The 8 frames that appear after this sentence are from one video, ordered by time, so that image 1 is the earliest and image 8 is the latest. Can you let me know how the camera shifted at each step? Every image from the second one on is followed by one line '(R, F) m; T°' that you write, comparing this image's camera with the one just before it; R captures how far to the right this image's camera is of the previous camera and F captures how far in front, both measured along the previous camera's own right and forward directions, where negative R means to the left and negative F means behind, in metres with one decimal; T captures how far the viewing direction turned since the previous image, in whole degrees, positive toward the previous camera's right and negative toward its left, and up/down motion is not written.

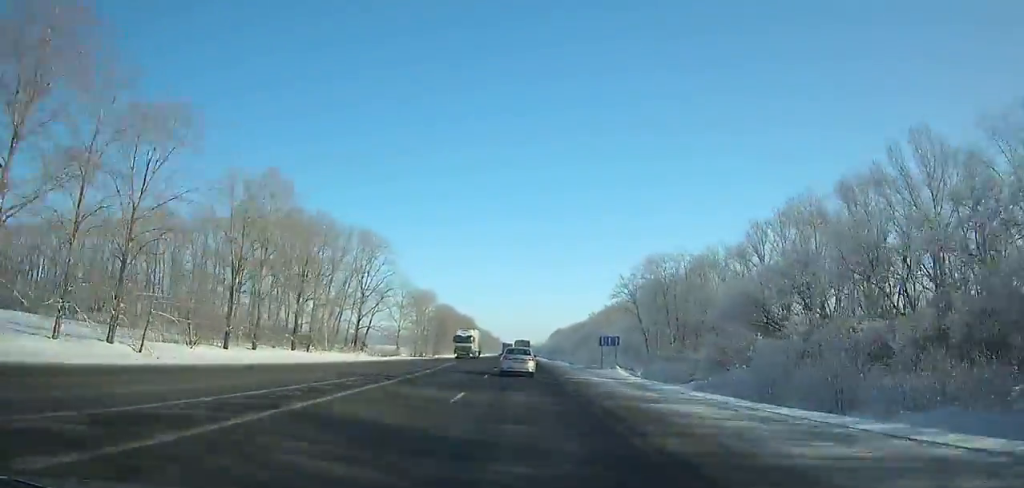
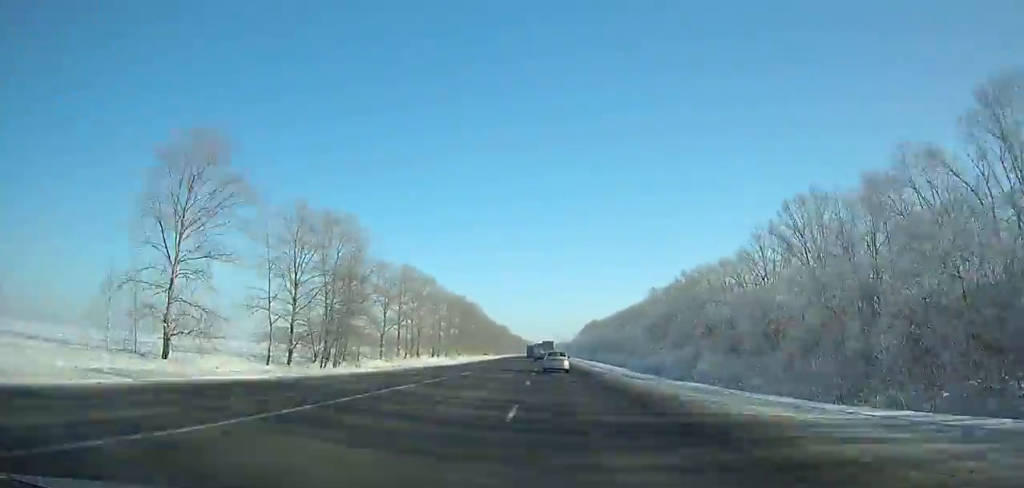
(-1.0, +102.2) m; -1°
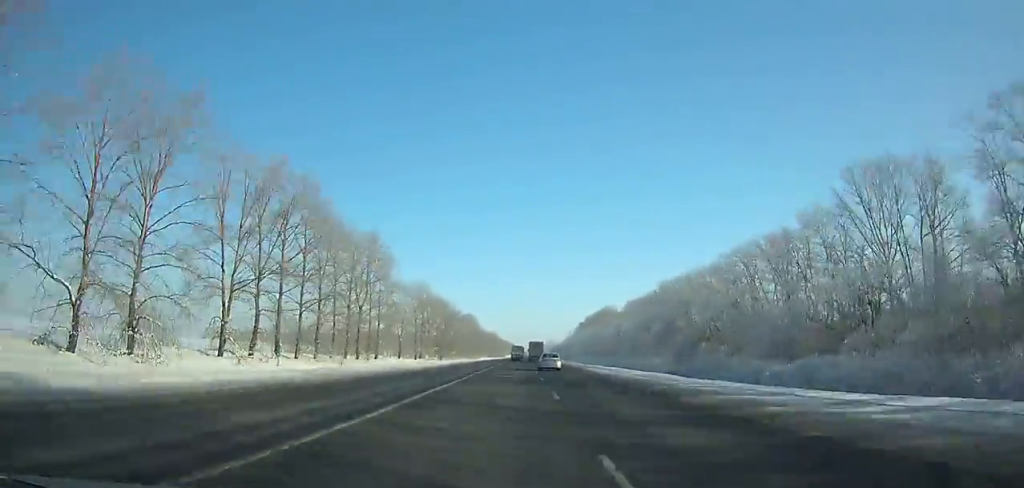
(+1.0, +142.4) m; +1°
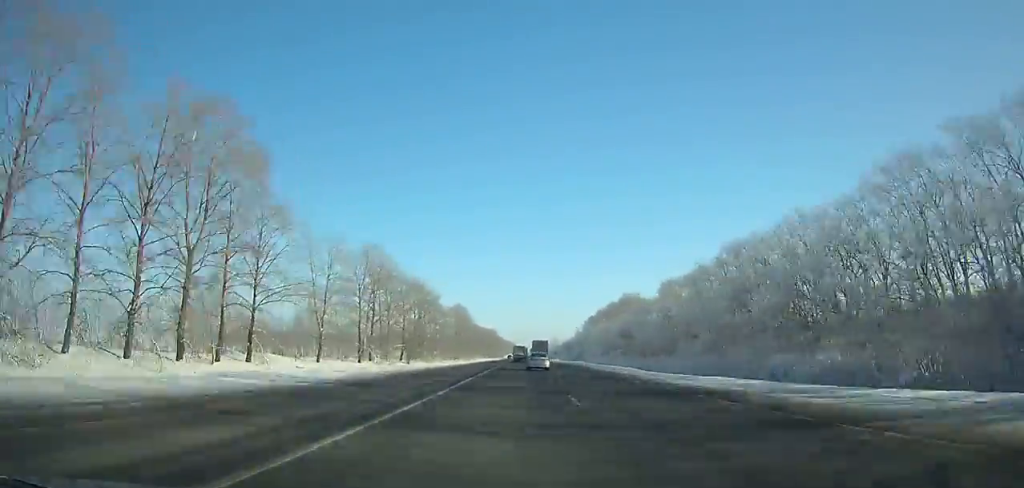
(-0.1, +51.0) m; 0°
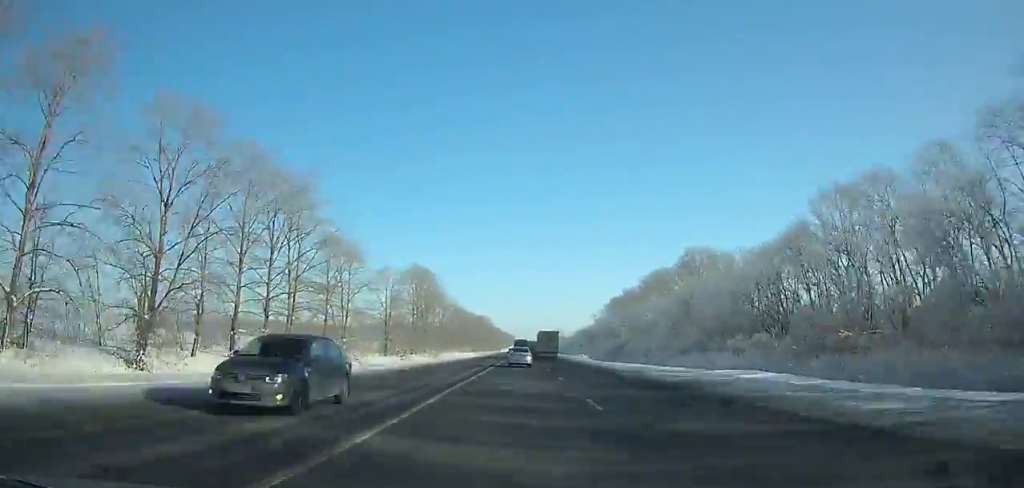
(0.0, +83.5) m; 0°
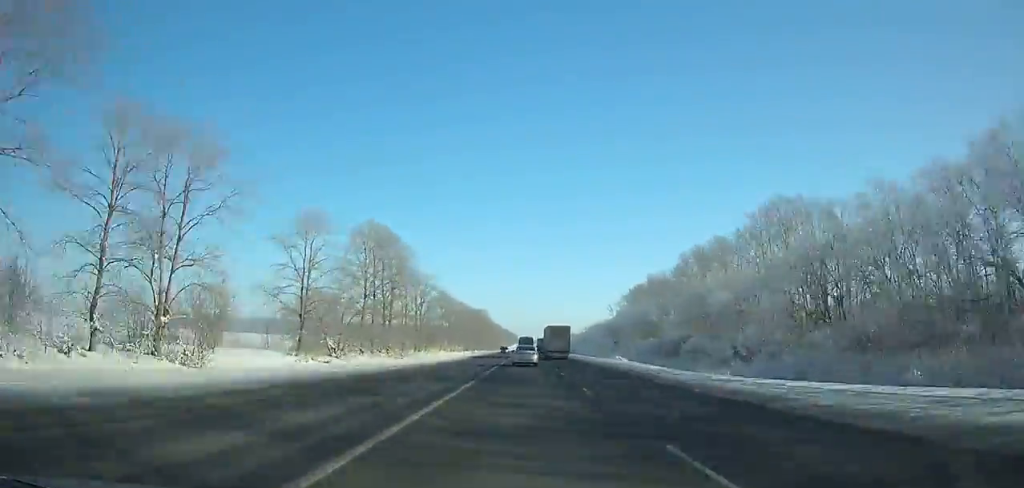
(0.0, +42.1) m; 0°
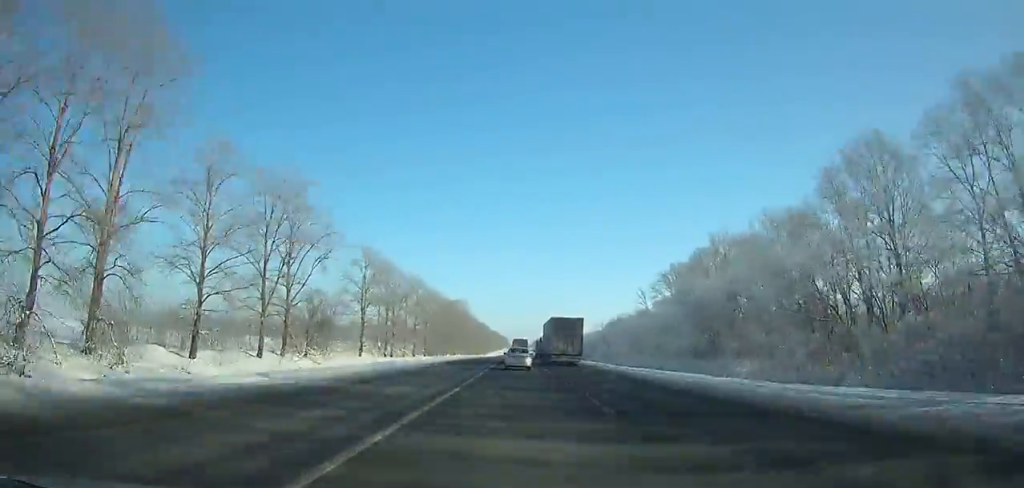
(0.0, +75.5) m; 0°
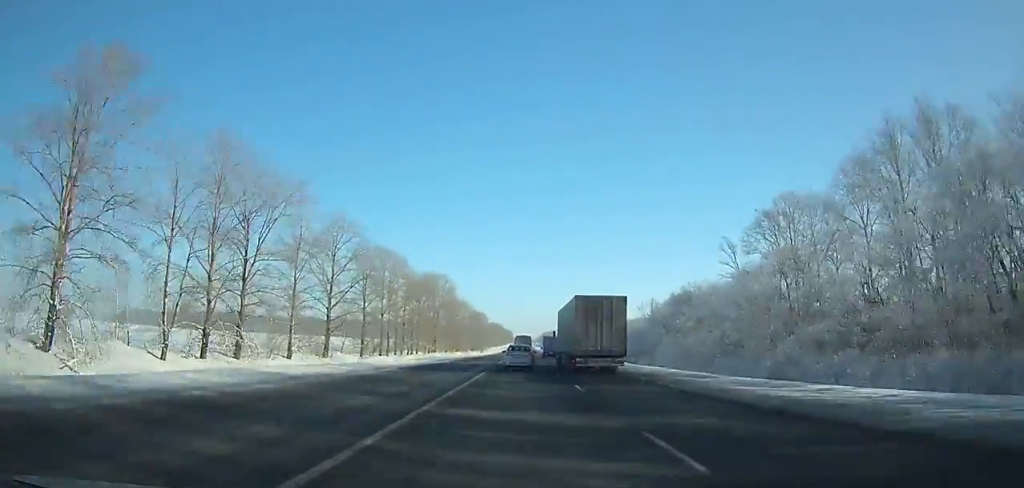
(0.0, +63.7) m; 0°
